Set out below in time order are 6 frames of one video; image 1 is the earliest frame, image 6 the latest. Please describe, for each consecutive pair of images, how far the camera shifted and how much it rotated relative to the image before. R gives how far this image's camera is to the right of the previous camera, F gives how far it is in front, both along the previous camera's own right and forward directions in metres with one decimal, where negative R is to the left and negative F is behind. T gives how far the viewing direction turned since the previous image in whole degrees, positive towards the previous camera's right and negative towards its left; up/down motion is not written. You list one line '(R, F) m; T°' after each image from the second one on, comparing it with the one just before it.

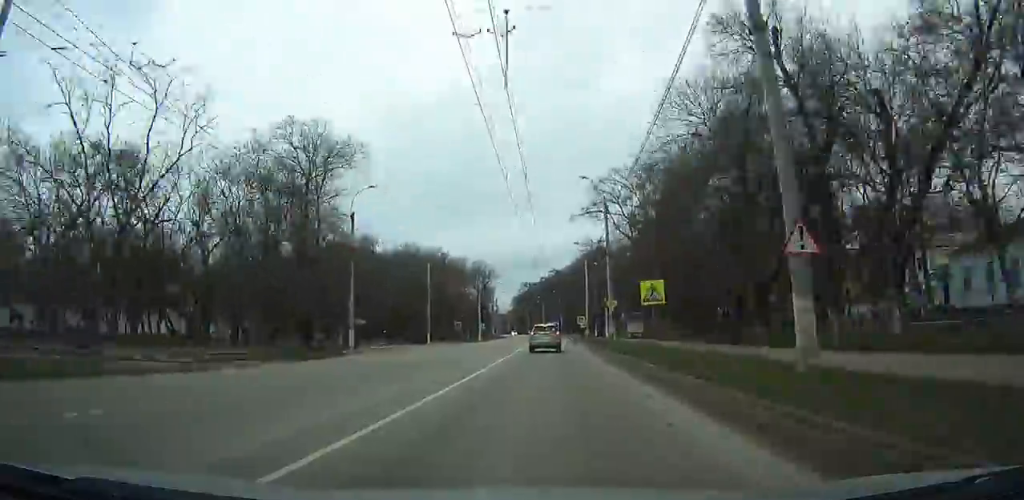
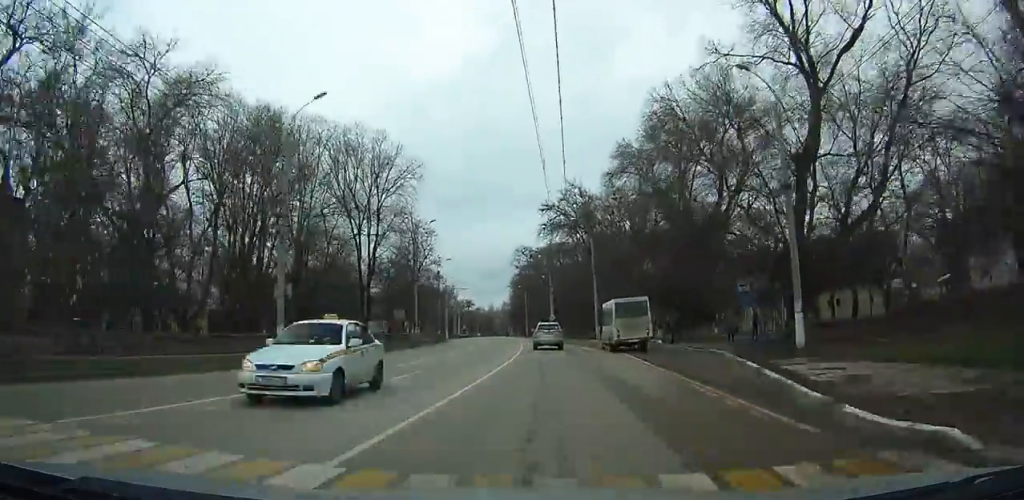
(-3.2, +101.7) m; -4°
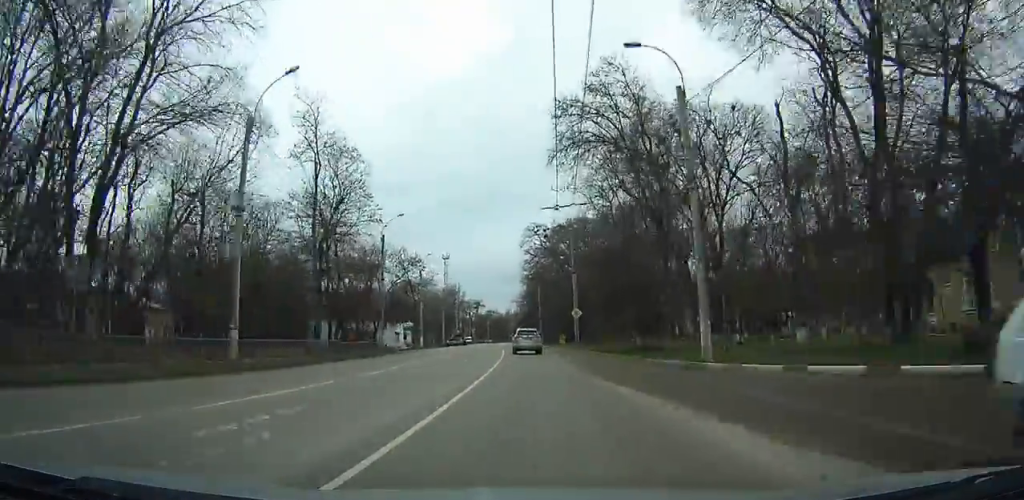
(-0.4, +36.2) m; -2°
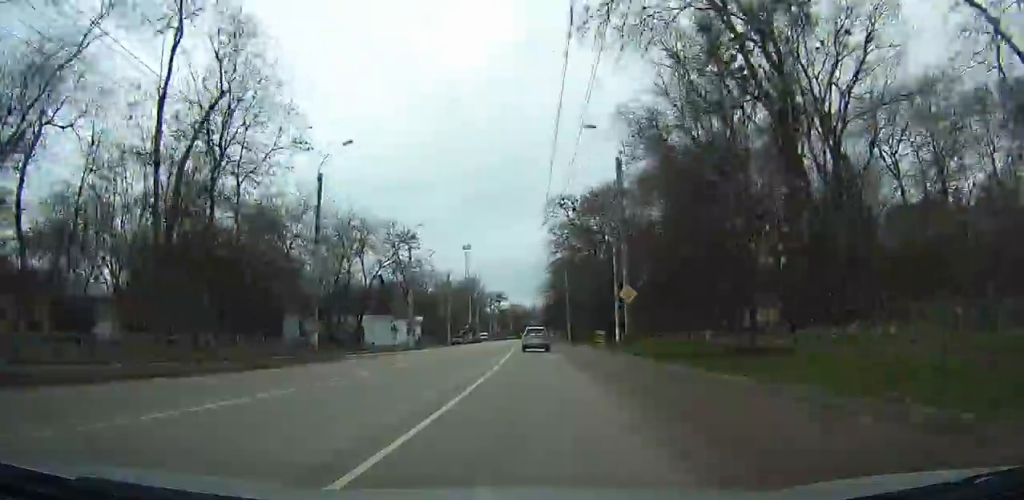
(-0.1, +19.4) m; -1°
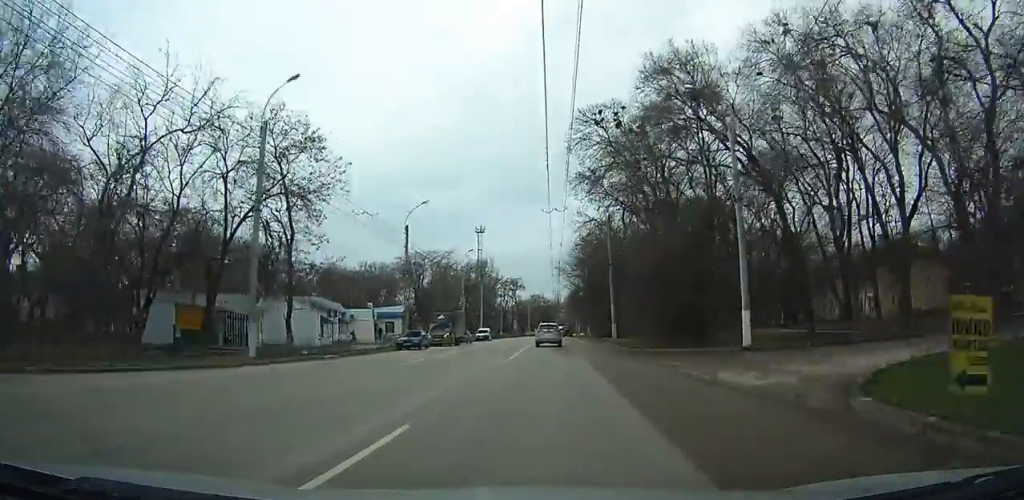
(-0.8, +35.0) m; -2°
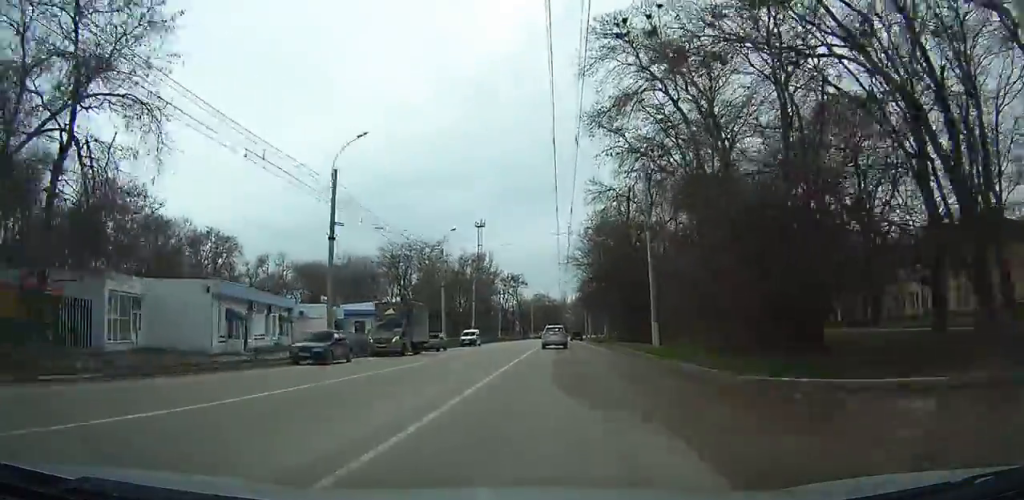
(-0.1, +17.6) m; 0°
